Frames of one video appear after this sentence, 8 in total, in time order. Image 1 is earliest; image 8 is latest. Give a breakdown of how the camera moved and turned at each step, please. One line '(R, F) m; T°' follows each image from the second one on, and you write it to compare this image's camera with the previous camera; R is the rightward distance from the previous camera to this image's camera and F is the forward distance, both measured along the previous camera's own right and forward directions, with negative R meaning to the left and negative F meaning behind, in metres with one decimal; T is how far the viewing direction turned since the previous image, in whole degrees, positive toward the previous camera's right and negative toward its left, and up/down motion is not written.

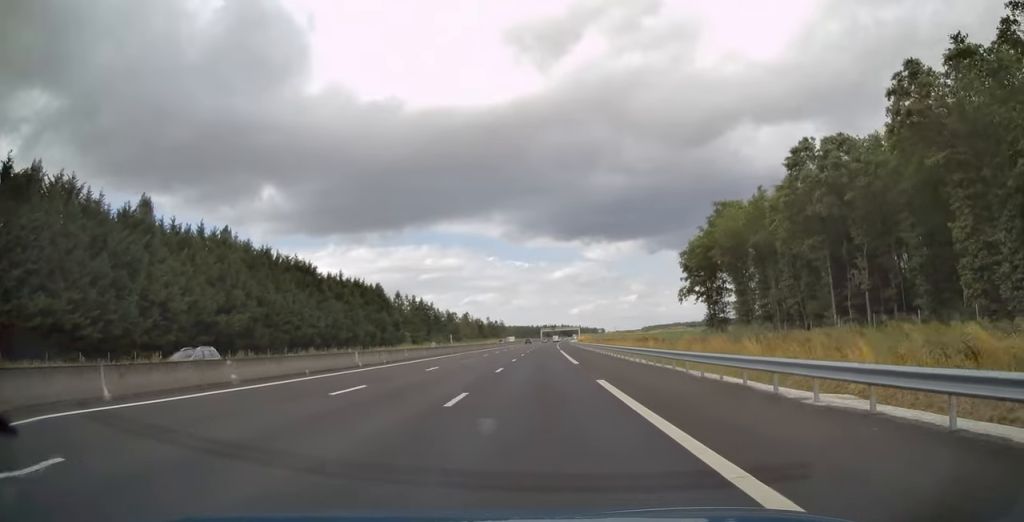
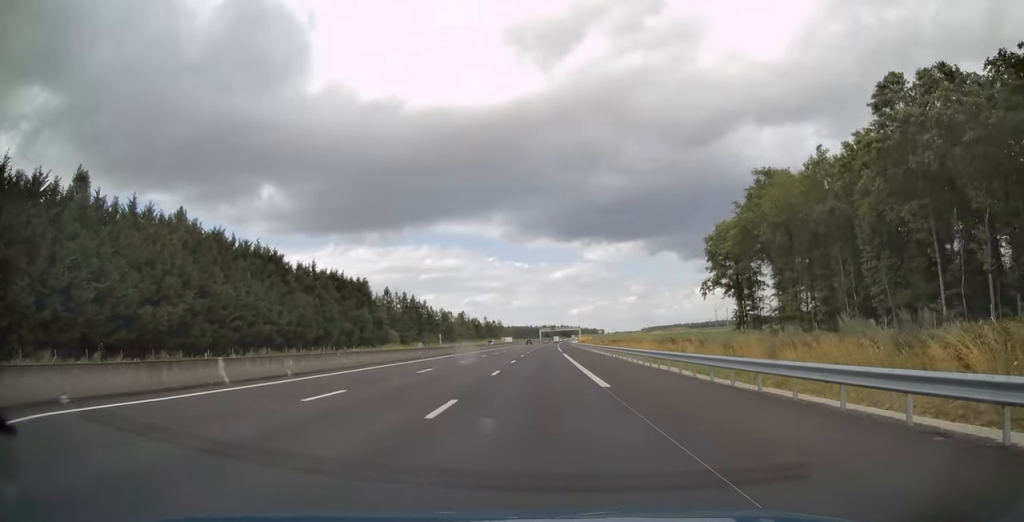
(0.0, +15.1) m; 0°
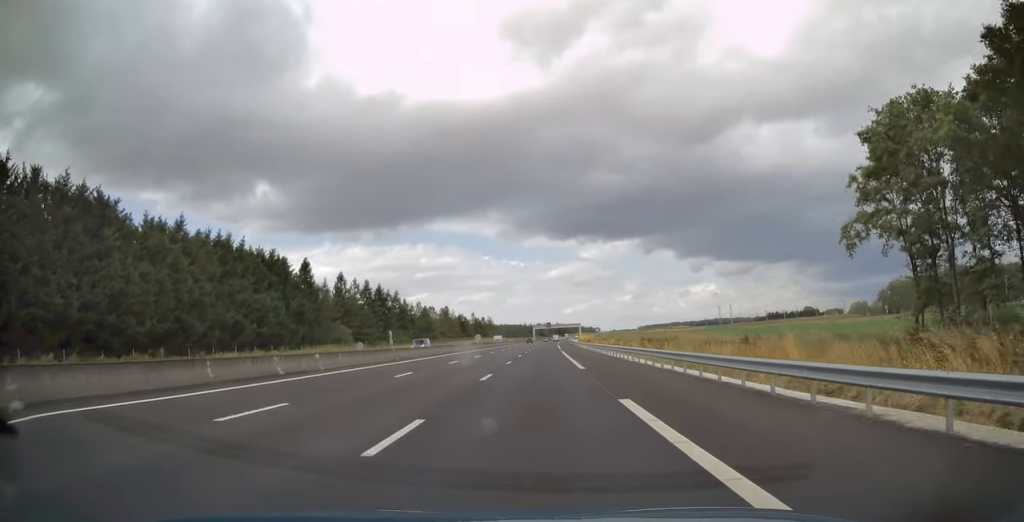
(+0.1, +43.1) m; 0°
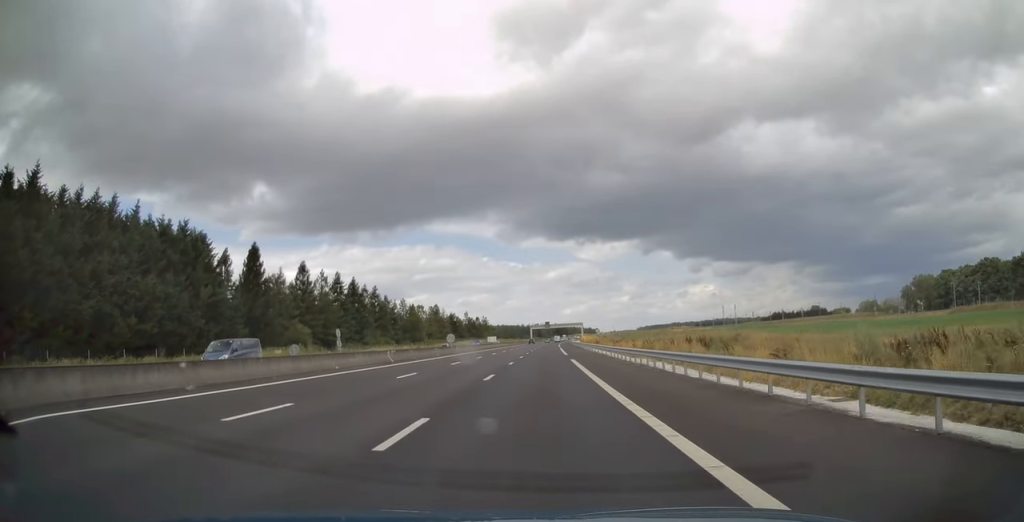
(+0.1, +25.9) m; 0°
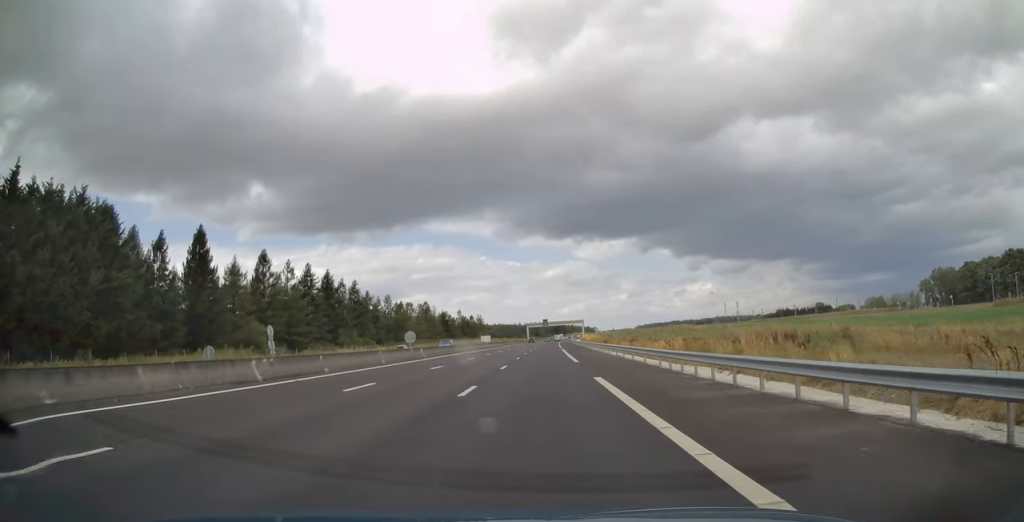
(+0.1, +19.4) m; 0°
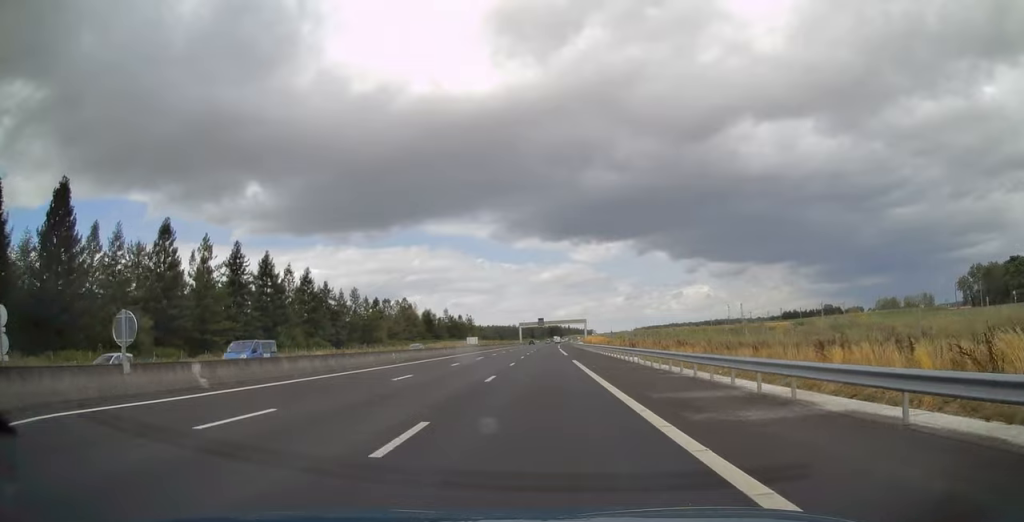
(0.0, +33.9) m; 0°
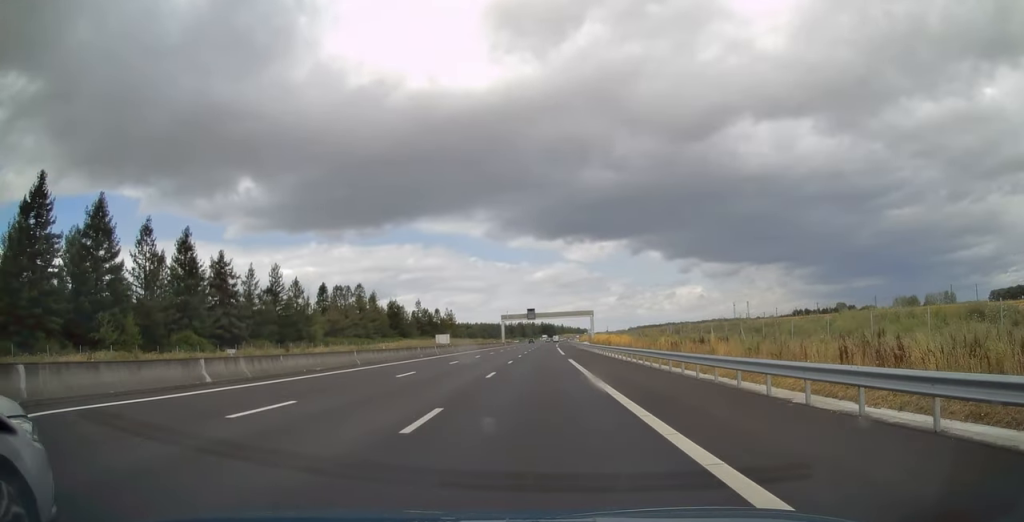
(+0.4, +50.9) m; +1°
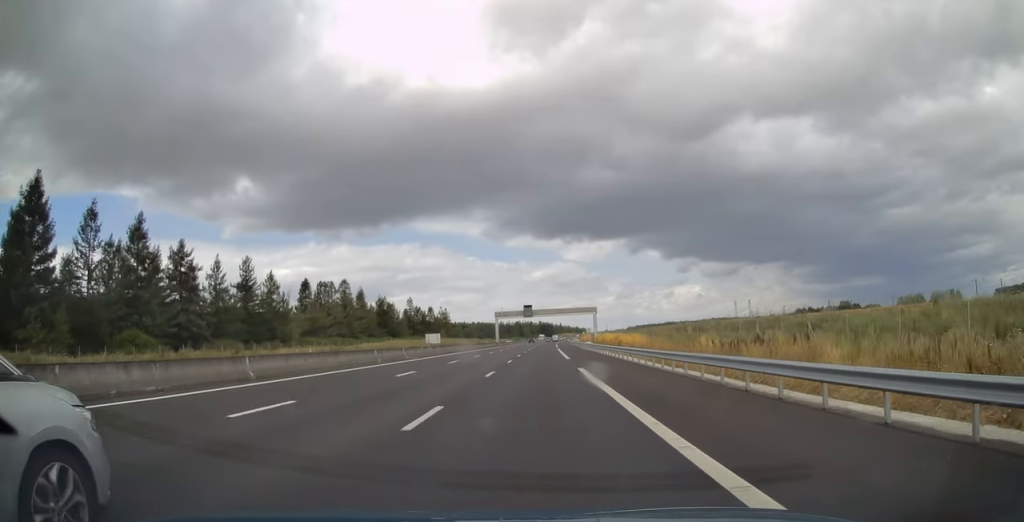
(0.0, +12.8) m; 0°
